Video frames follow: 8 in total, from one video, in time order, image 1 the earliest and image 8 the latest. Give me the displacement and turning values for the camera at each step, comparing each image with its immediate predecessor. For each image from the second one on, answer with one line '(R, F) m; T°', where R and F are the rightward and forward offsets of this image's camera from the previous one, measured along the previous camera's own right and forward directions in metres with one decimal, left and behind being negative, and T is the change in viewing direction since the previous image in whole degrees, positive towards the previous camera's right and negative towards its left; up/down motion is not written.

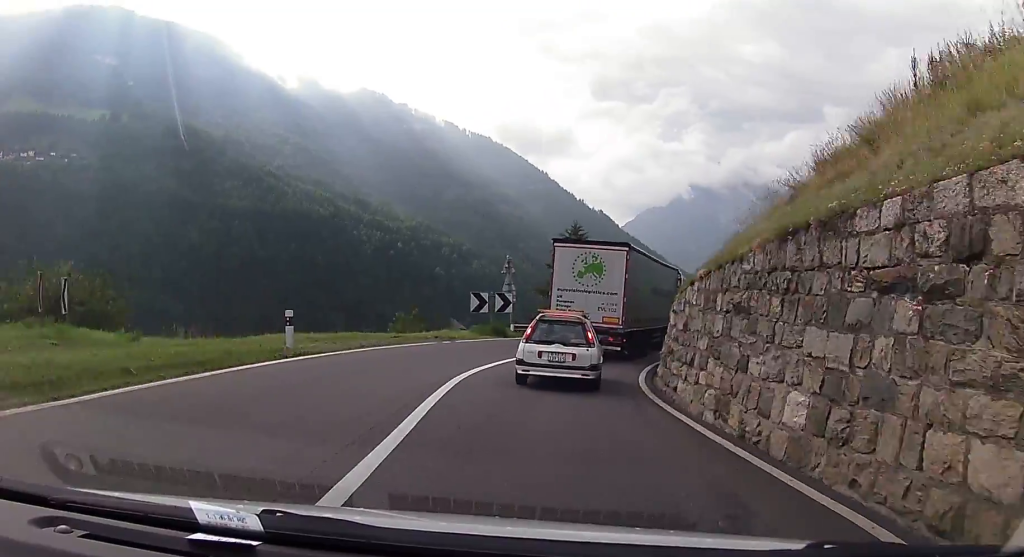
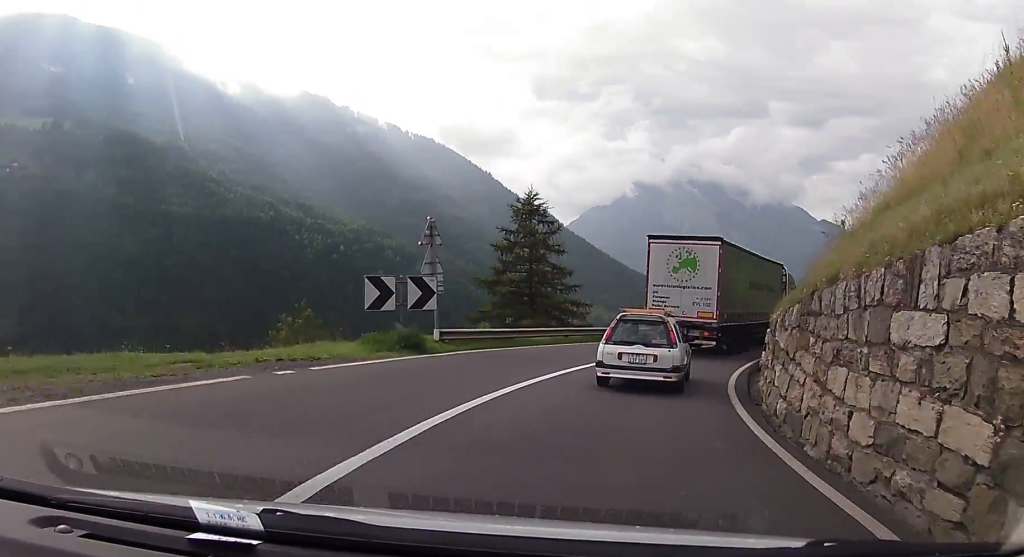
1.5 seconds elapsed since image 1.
(+0.6, +14.5) m; +7°
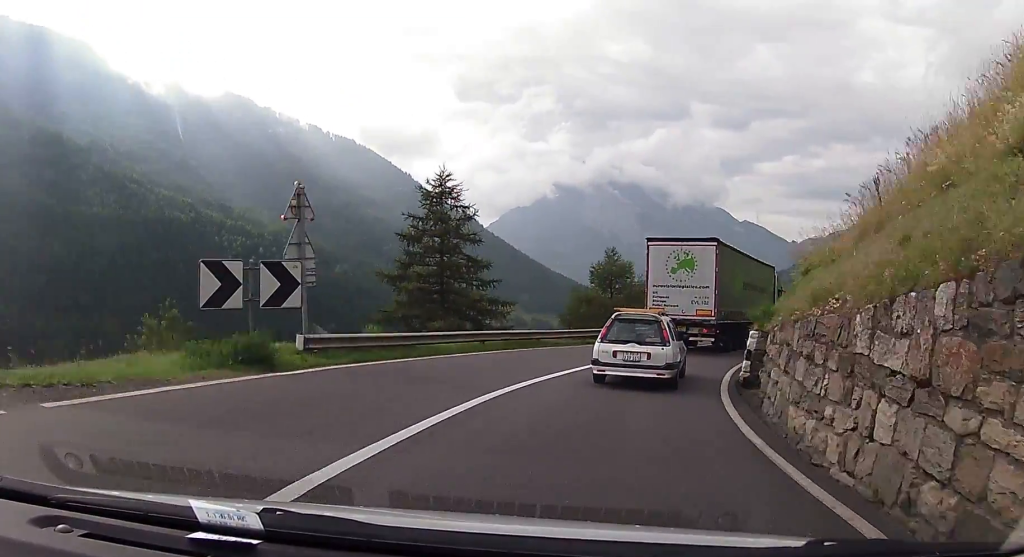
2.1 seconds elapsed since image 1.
(+0.2, +5.8) m; +5°
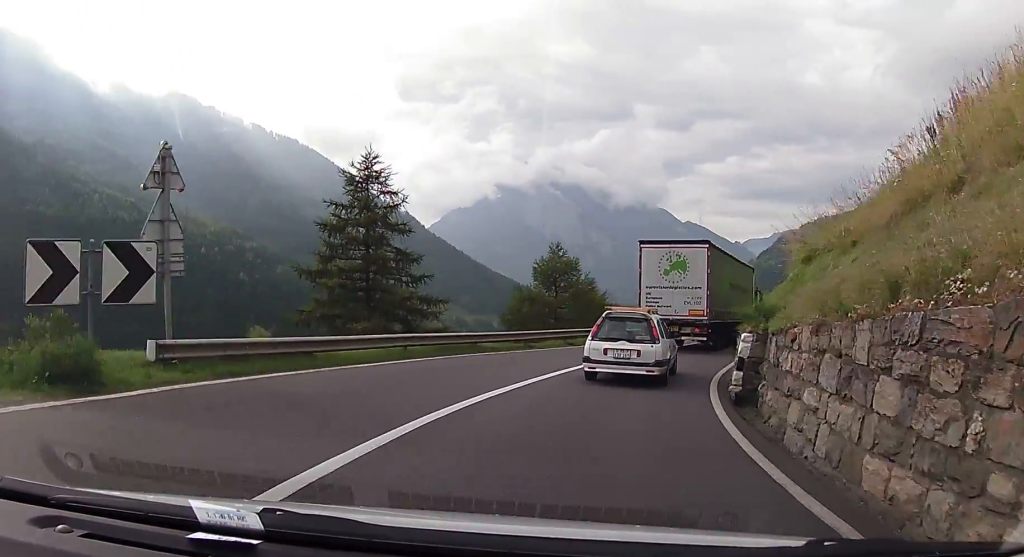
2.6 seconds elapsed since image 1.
(0.0, +3.7) m; +3°
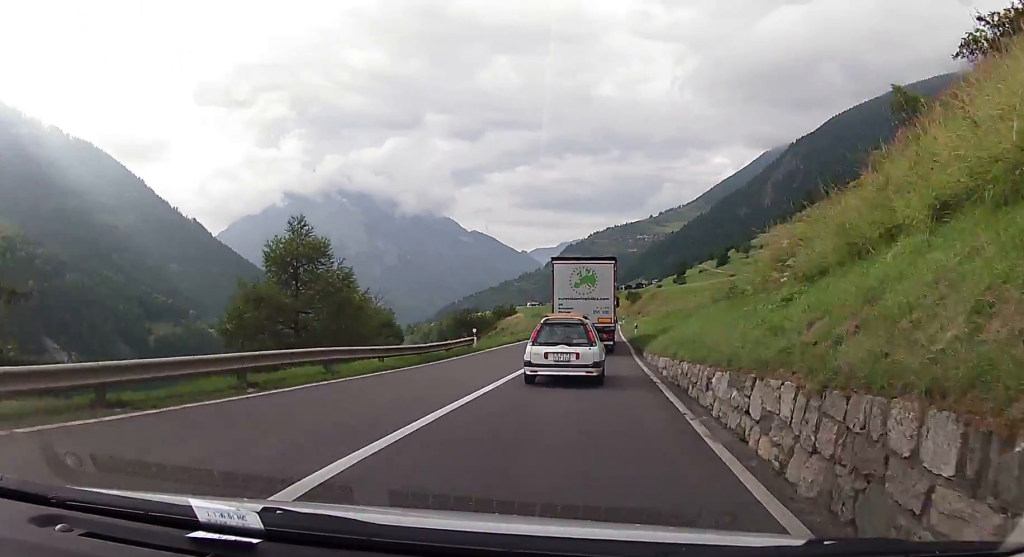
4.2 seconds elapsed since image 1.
(+2.4, +15.1) m; +16°
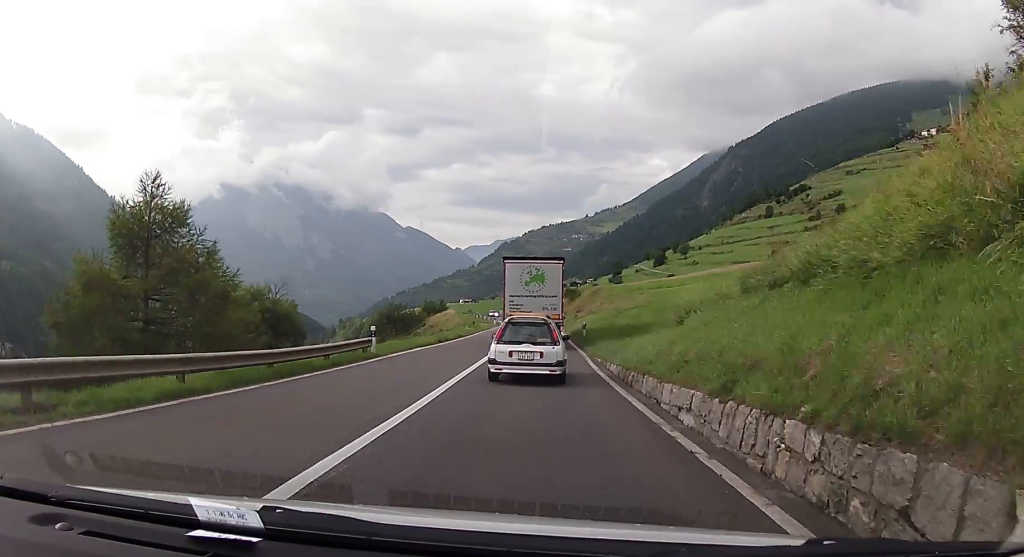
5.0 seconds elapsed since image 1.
(+0.5, +8.3) m; +6°
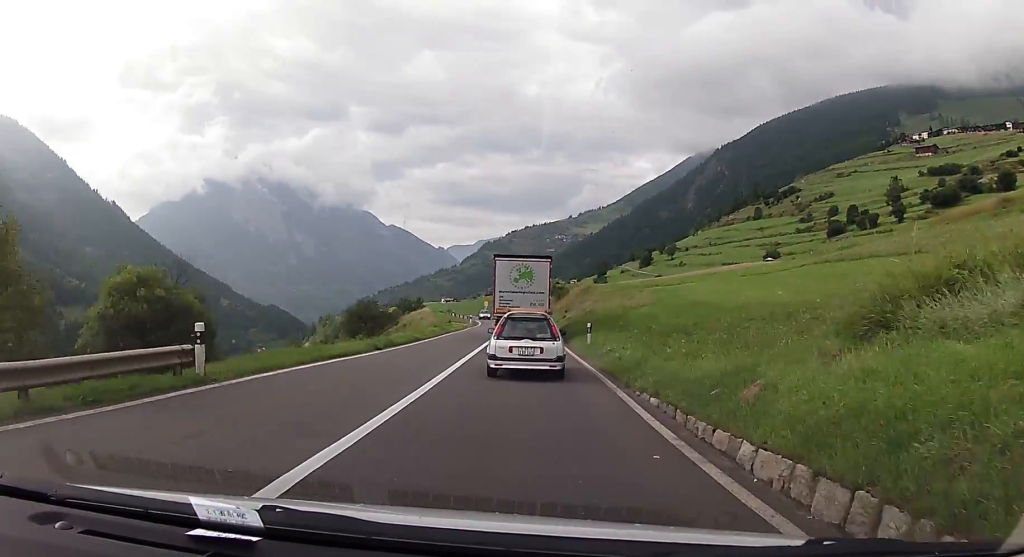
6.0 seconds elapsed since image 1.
(+0.5, +11.5) m; +3°
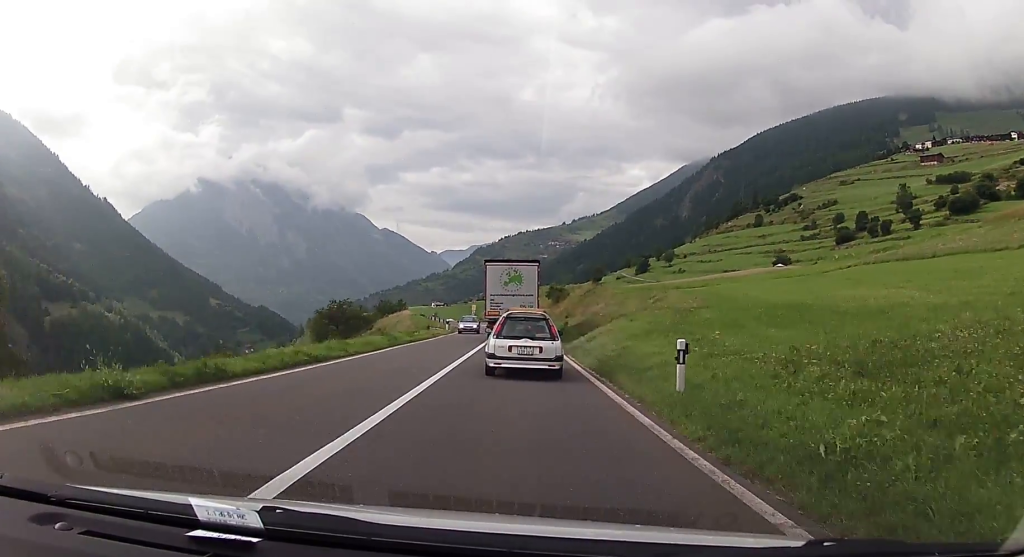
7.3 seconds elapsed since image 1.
(0.0, +15.8) m; 0°
